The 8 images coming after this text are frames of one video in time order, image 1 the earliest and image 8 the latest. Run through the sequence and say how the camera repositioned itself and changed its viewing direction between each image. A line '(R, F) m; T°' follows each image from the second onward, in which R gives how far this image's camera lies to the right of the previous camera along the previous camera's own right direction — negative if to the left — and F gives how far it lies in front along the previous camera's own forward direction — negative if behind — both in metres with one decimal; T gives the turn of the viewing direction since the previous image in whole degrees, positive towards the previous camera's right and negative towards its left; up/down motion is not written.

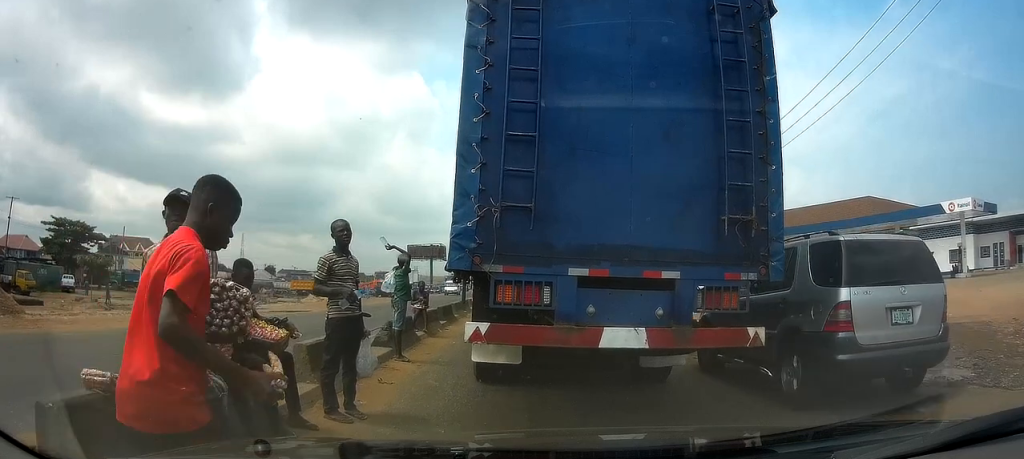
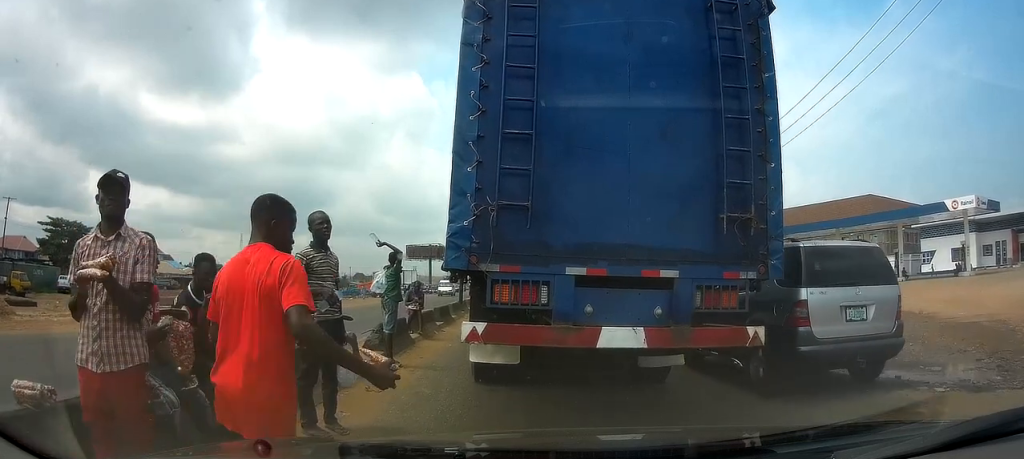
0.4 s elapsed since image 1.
(0.0, +0.5) m; 0°
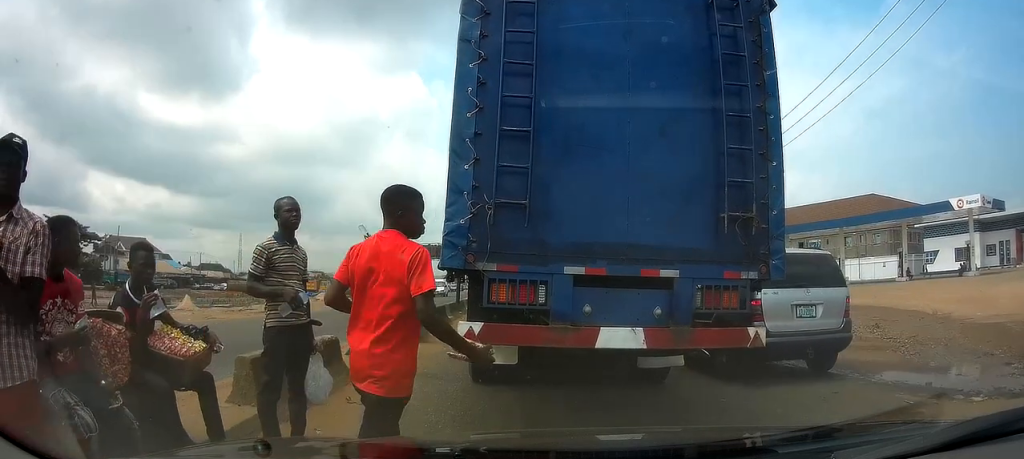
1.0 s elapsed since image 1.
(0.0, +0.7) m; 0°
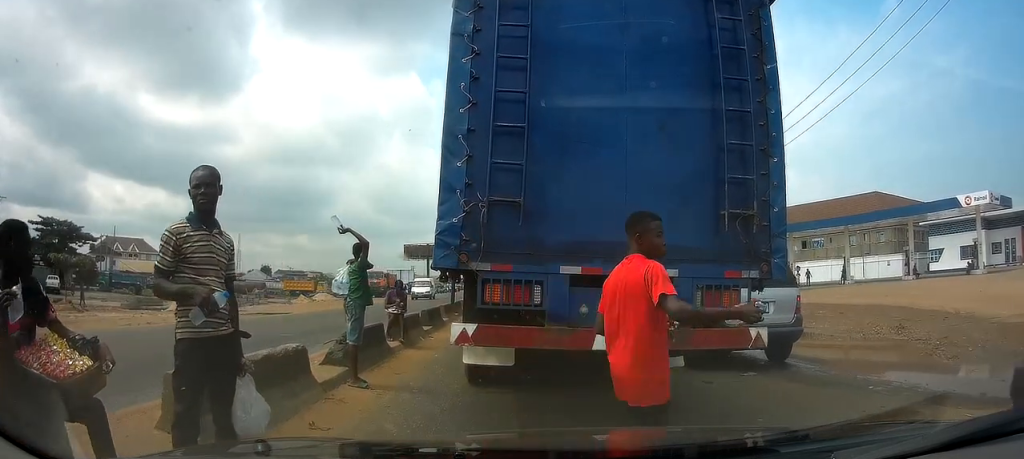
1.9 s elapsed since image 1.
(0.0, +1.0) m; 0°
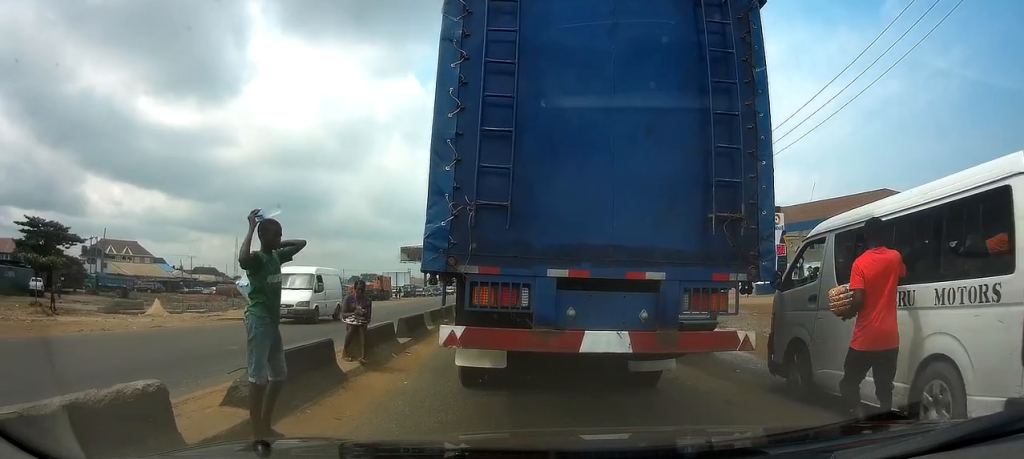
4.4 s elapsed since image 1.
(+0.1, +2.4) m; 0°
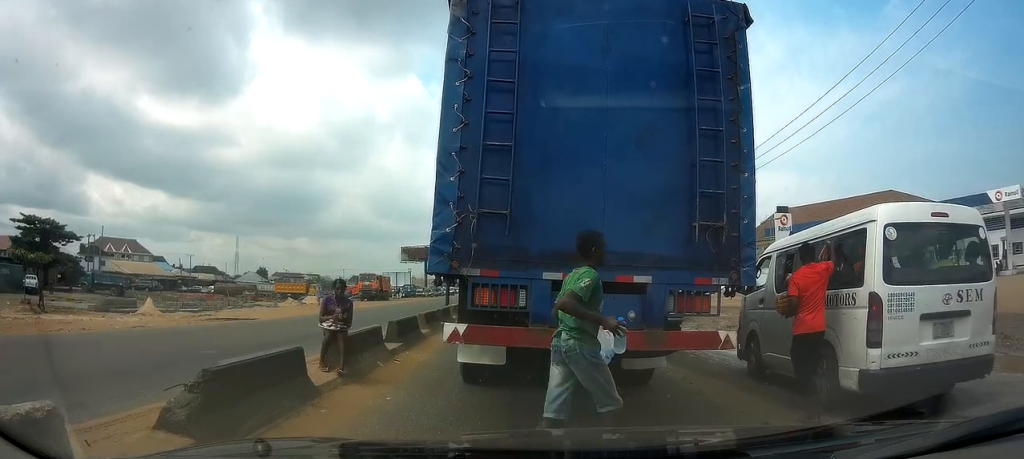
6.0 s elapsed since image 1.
(+0.1, +1.0) m; 0°
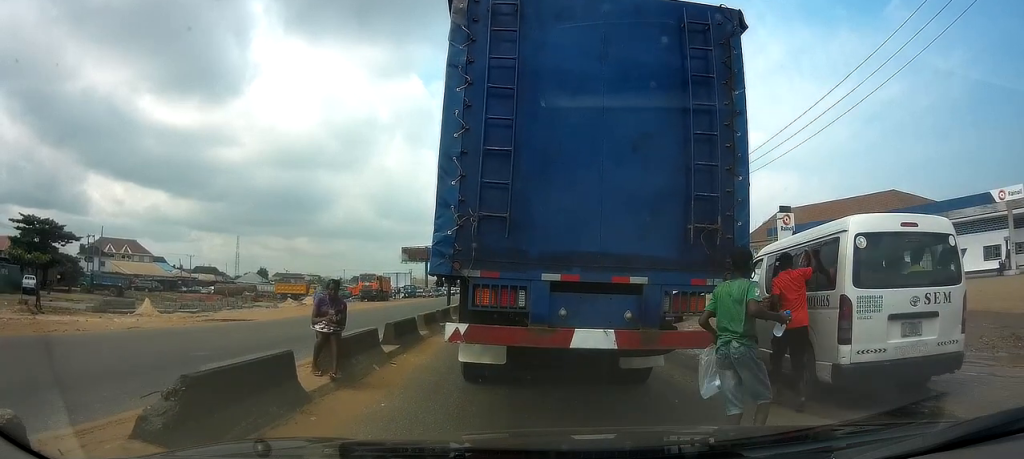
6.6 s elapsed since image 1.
(0.0, +0.3) m; 0°
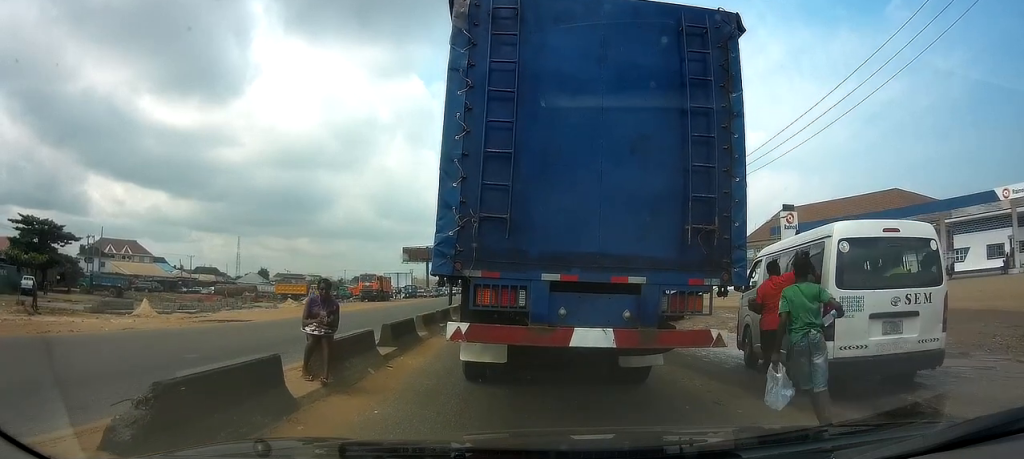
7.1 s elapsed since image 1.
(0.0, +0.4) m; 0°
